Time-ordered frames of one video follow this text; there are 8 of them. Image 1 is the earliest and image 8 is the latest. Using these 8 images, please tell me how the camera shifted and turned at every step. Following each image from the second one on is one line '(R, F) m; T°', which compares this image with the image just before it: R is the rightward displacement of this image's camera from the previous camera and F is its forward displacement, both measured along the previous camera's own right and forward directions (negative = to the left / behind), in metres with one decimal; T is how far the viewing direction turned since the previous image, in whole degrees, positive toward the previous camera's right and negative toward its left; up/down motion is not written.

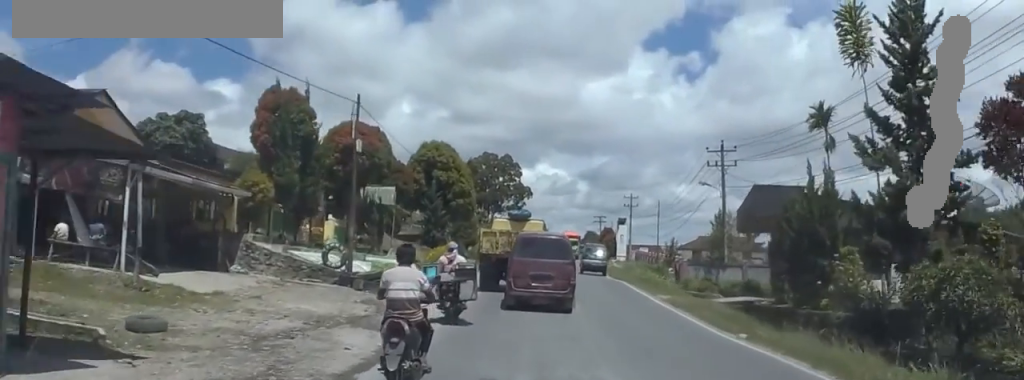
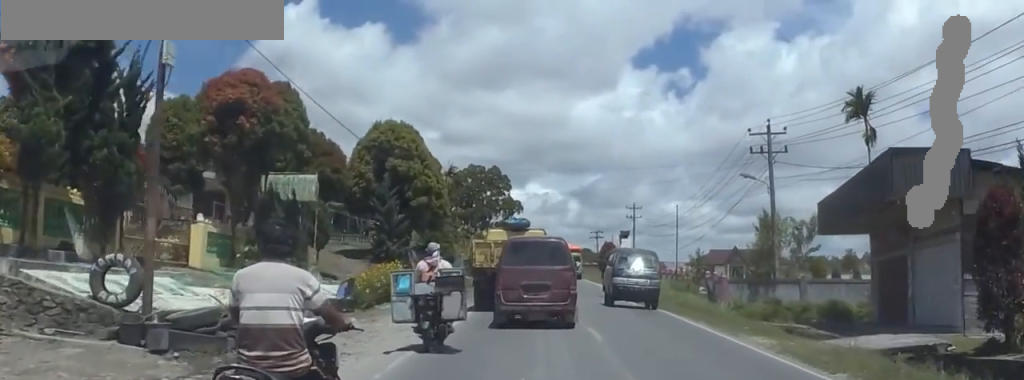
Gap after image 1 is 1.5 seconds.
(+0.4, +13.8) m; +6°
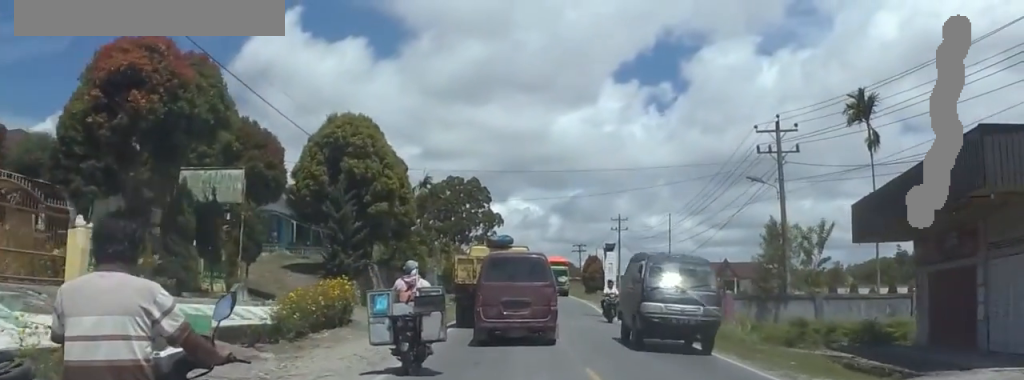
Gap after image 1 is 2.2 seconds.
(+0.2, +6.3) m; 0°
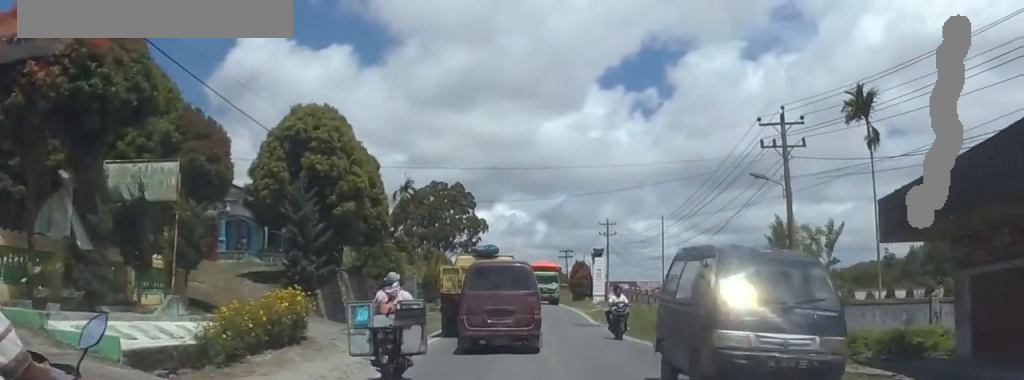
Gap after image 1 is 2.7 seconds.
(+0.2, +4.2) m; -2°
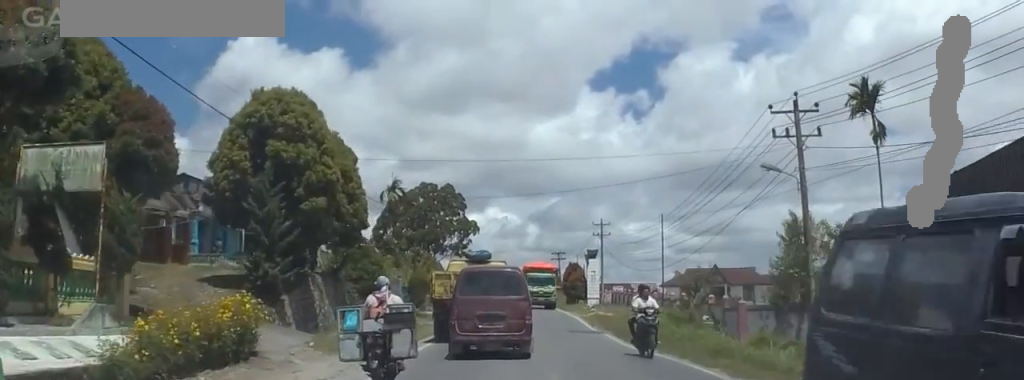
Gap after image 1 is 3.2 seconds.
(-0.2, +3.8) m; +1°
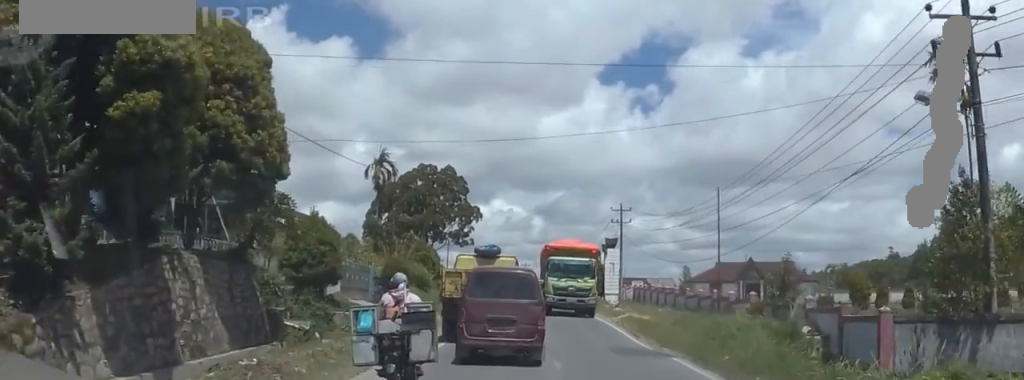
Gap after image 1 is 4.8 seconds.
(+1.3, +13.5) m; +3°
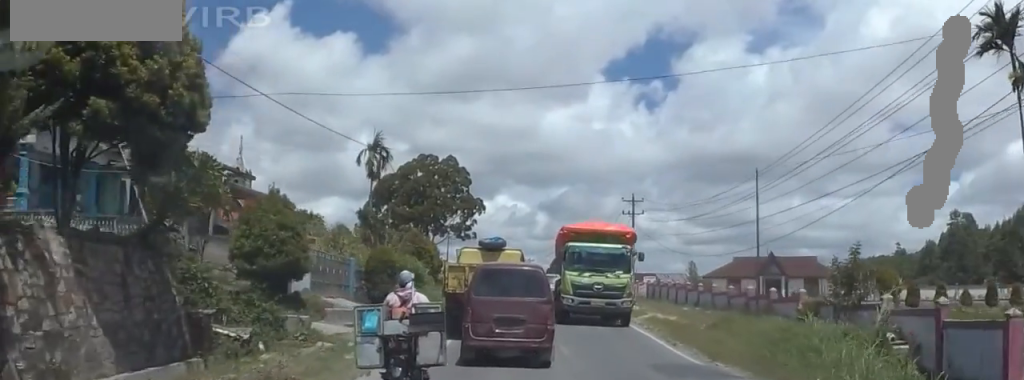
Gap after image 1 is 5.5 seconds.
(-1.1, +5.8) m; -7°
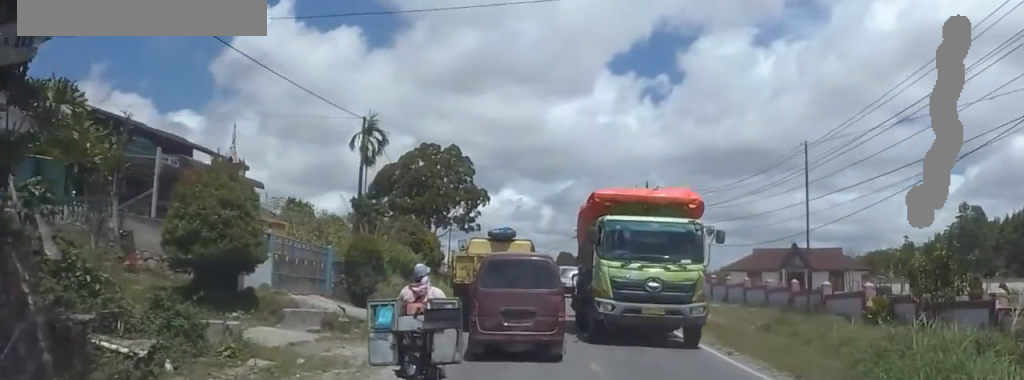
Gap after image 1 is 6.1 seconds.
(-0.3, +5.5) m; 0°
